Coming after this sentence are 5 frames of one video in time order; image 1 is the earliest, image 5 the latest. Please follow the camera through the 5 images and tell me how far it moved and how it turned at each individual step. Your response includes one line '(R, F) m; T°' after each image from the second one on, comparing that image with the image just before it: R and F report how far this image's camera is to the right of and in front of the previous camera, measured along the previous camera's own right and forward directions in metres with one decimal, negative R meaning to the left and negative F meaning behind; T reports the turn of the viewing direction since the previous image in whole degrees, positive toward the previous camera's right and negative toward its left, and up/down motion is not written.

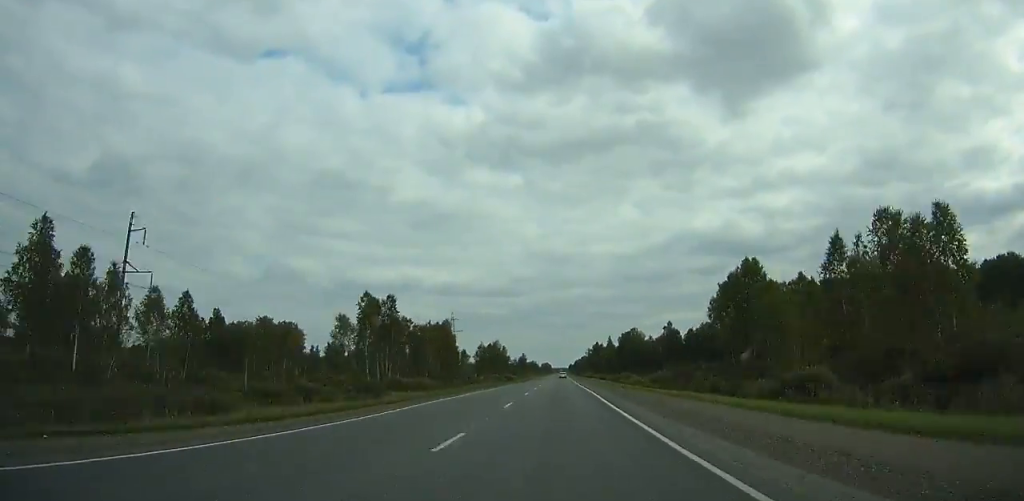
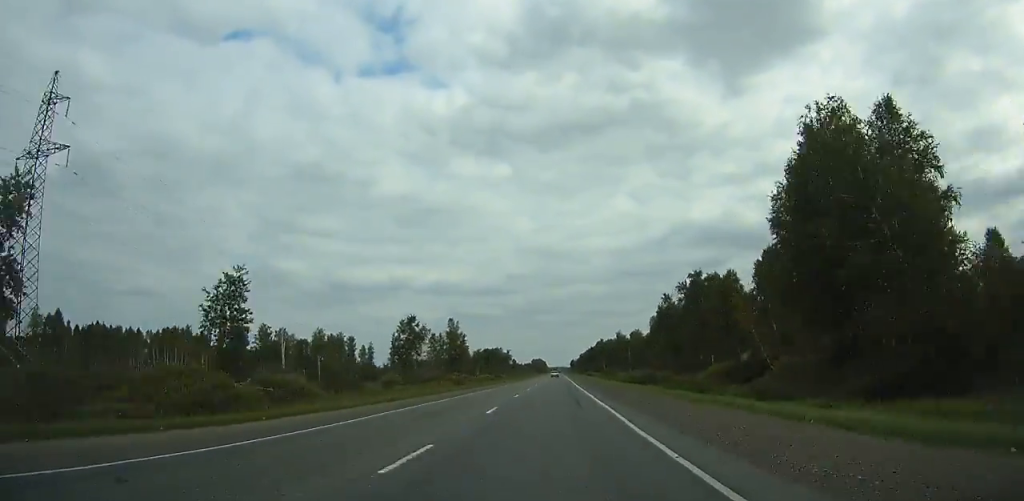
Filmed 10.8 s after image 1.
(+0.3, +264.3) m; 0°
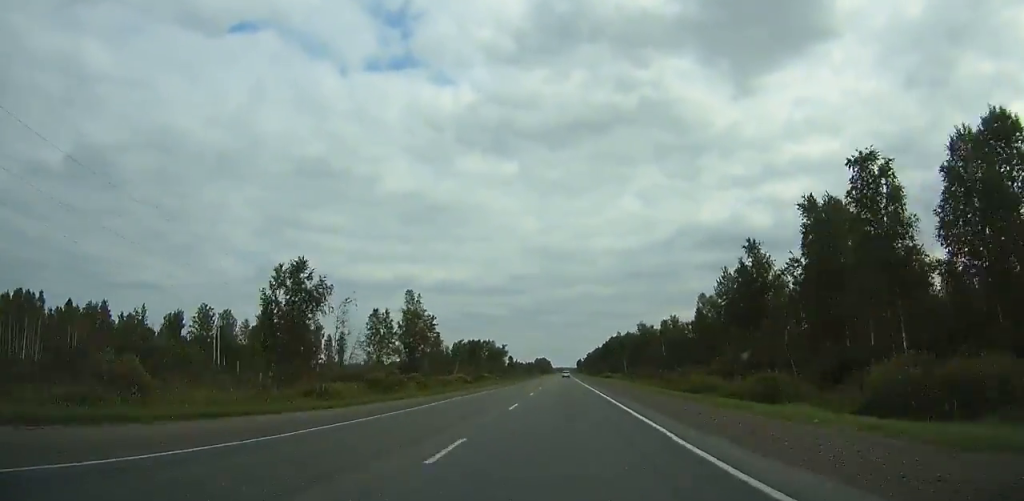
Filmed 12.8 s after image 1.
(-0.1, +47.5) m; 0°
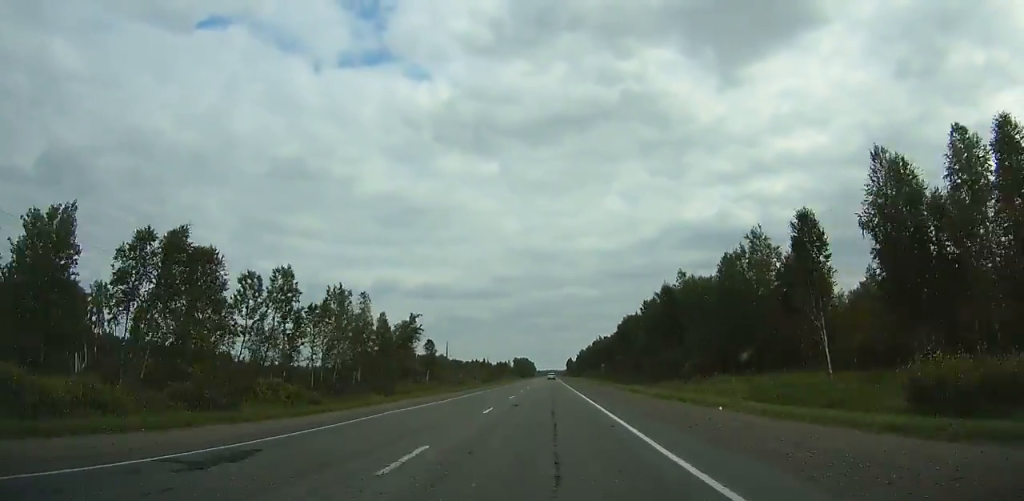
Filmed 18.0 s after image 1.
(+0.6, +121.8) m; 0°
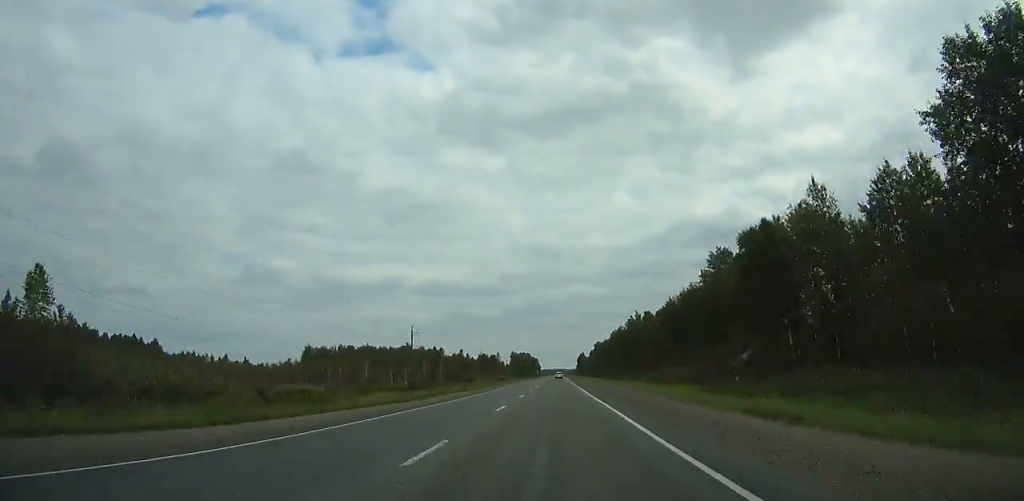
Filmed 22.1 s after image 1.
(-0.5, +95.1) m; 0°
